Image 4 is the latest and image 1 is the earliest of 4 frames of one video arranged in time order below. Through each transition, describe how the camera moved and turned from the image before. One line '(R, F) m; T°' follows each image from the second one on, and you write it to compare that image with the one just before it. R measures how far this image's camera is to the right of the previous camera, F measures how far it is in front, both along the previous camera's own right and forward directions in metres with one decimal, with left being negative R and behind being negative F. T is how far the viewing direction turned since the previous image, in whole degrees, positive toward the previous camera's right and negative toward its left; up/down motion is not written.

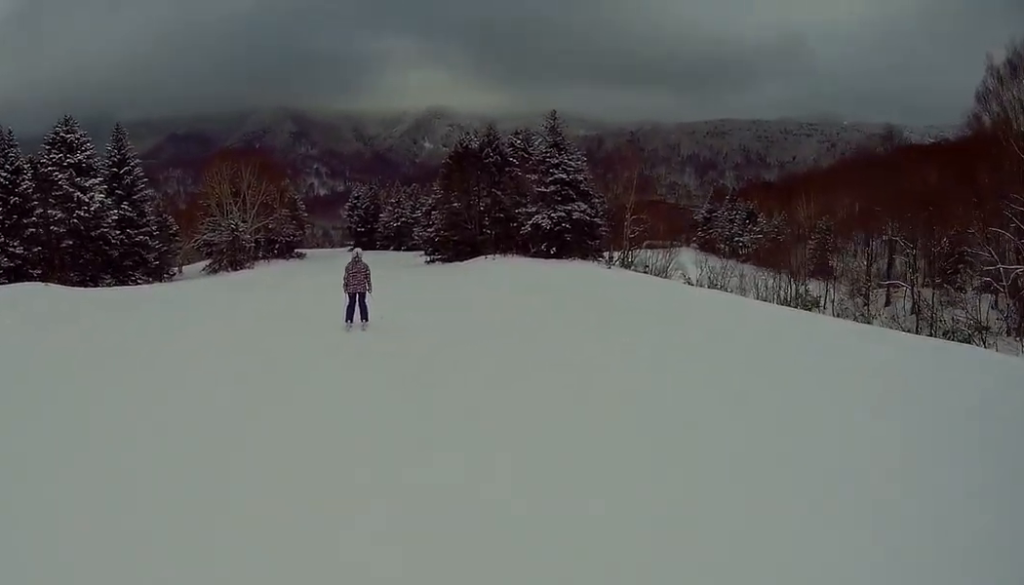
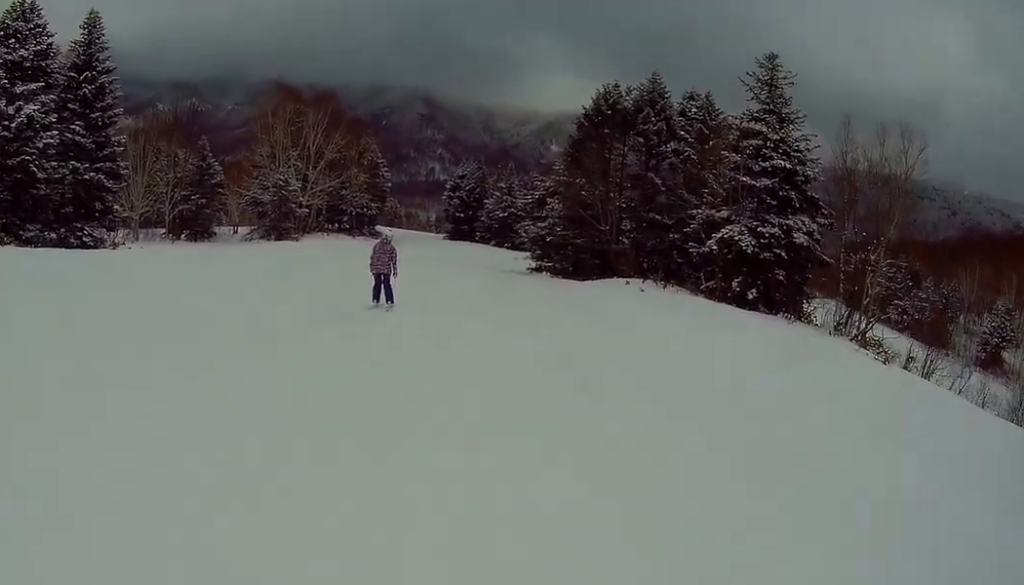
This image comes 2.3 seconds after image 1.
(0.0, +23.5) m; 0°
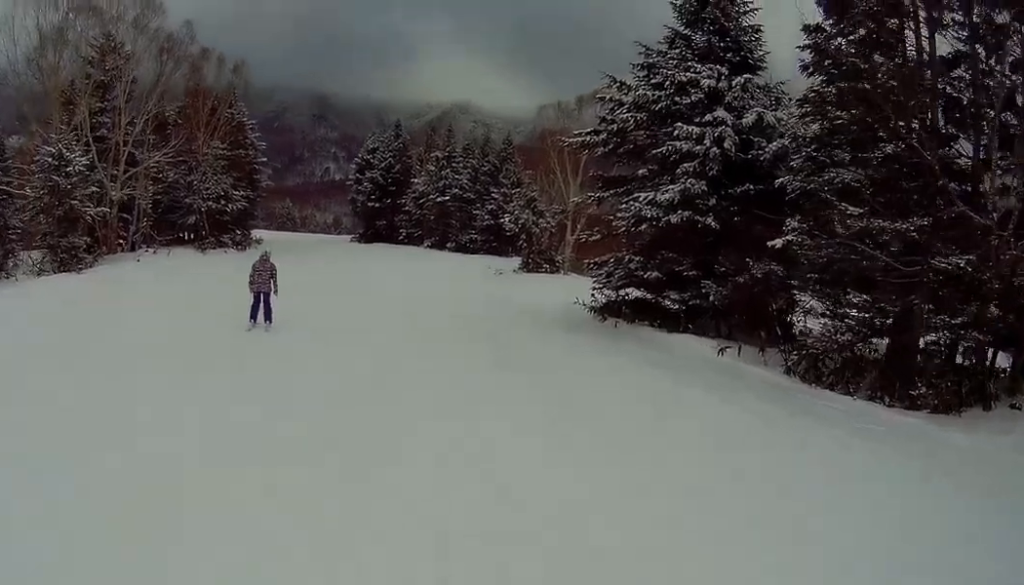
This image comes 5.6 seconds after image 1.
(+0.4, +36.3) m; +5°
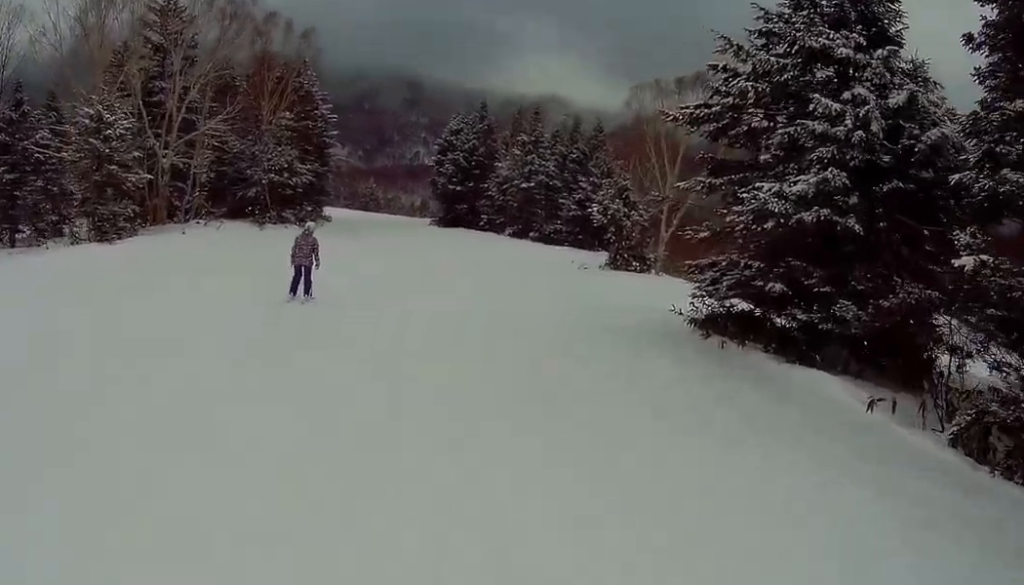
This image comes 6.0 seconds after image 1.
(-0.1, +4.4) m; +1°
